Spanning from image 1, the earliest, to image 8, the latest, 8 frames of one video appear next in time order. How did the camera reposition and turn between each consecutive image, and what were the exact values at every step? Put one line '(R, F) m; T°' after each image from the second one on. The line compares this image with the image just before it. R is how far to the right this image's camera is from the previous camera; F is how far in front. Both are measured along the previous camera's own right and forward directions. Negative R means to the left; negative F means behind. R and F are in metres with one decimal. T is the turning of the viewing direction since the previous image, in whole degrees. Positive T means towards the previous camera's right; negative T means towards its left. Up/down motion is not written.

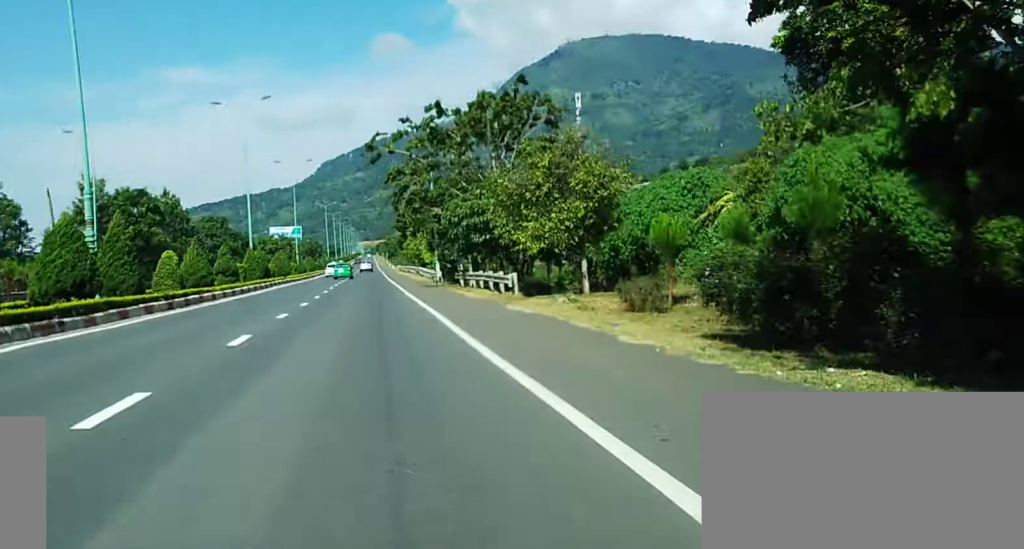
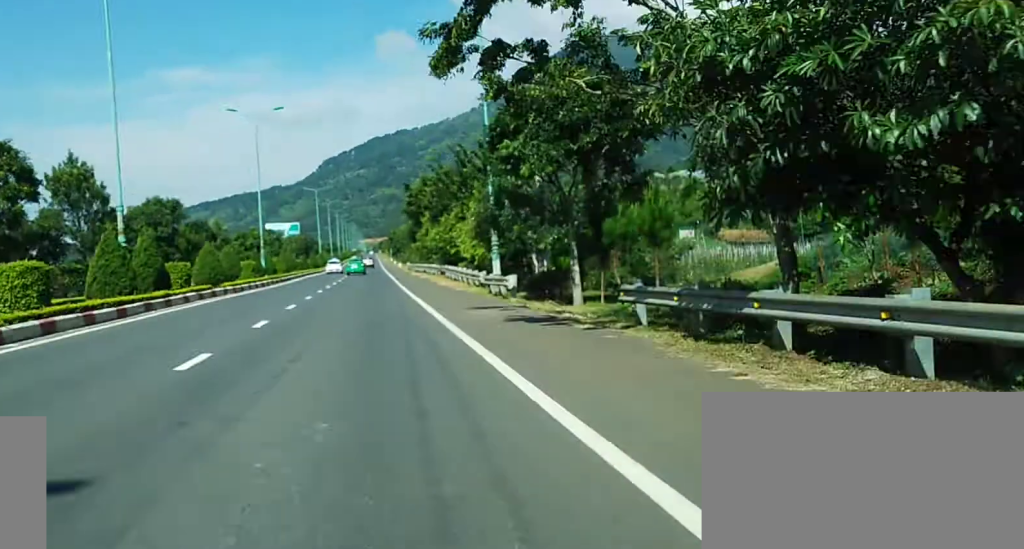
(+0.1, +35.5) m; 0°
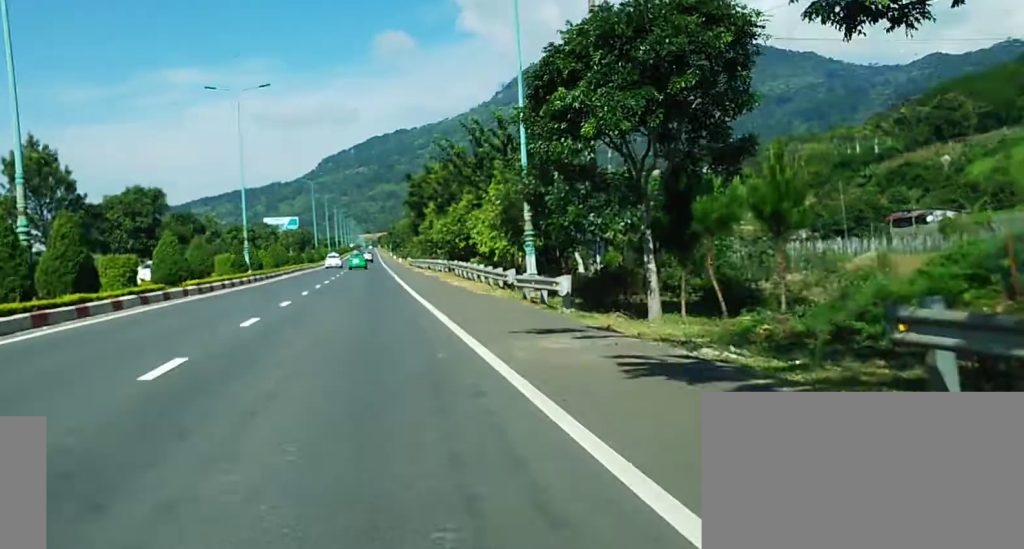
(0.0, +9.6) m; 0°
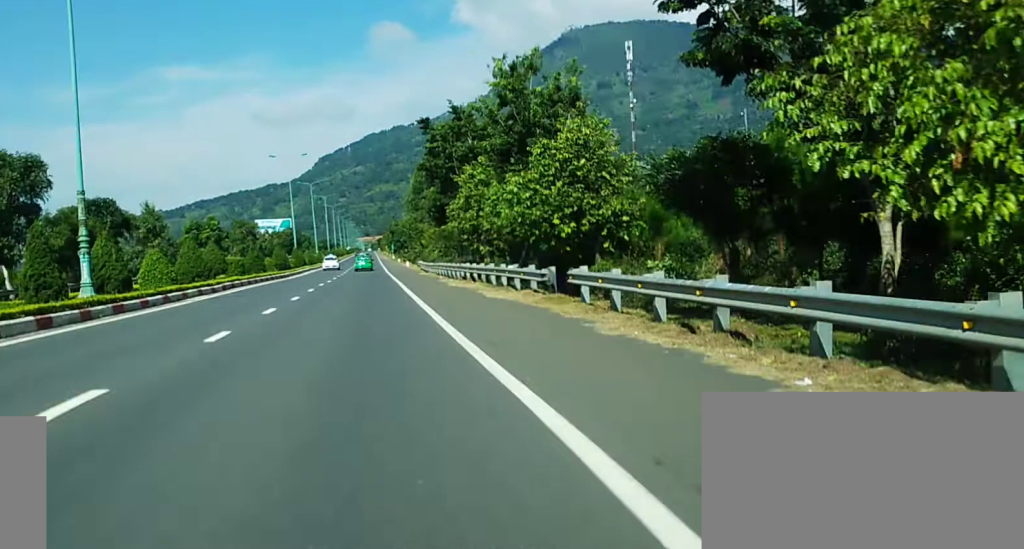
(-0.1, +34.5) m; 0°
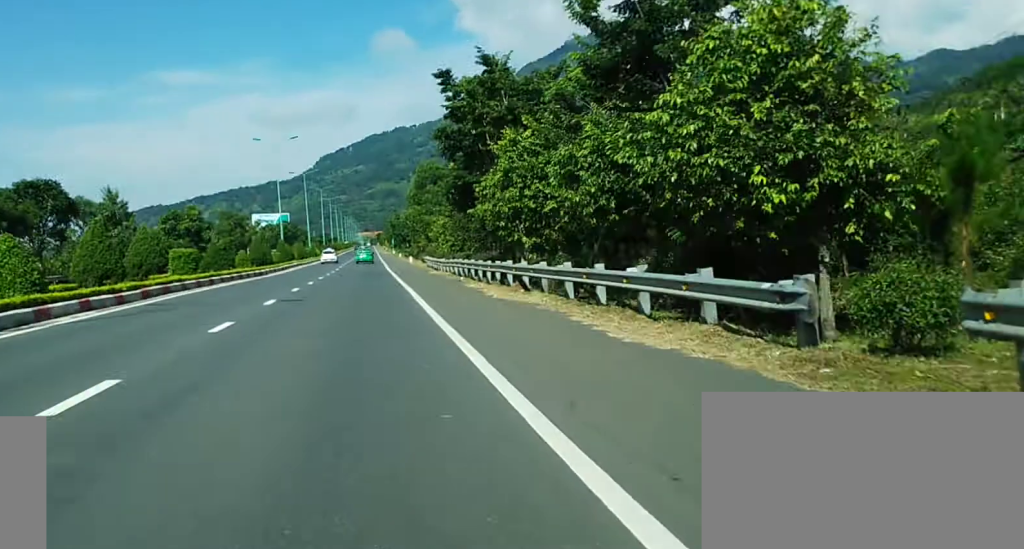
(0.0, +15.5) m; 0°
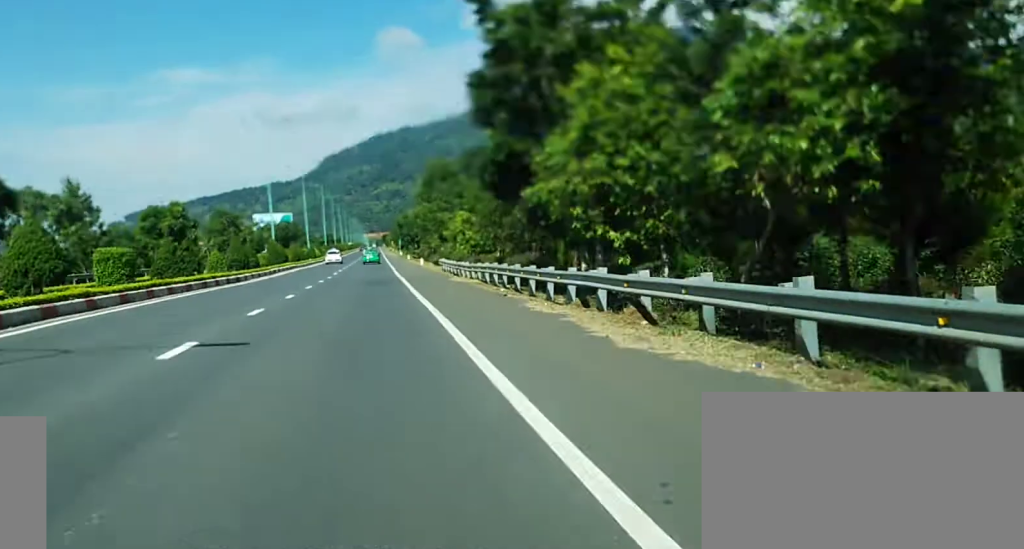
(0.0, +12.3) m; 0°
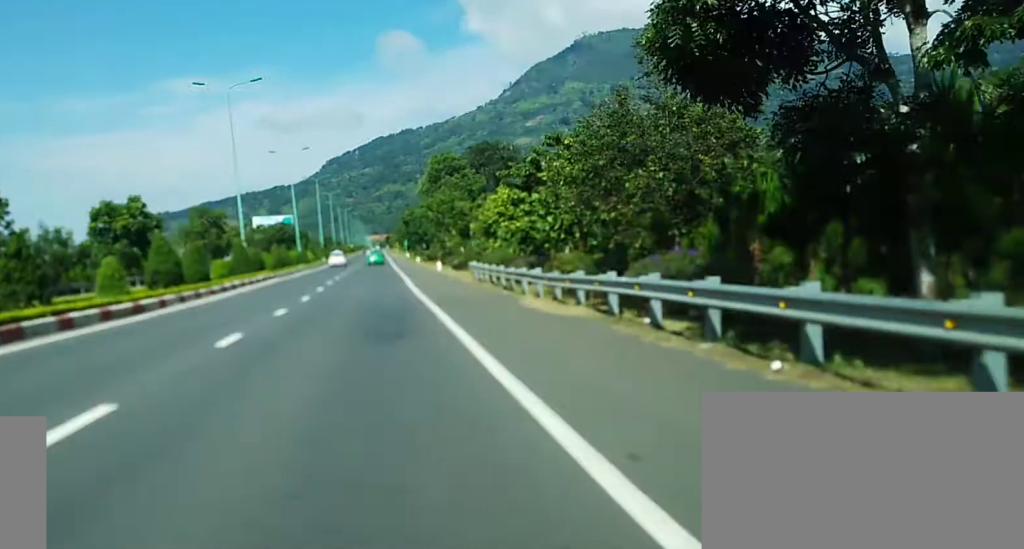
(0.0, +21.5) m; 0°
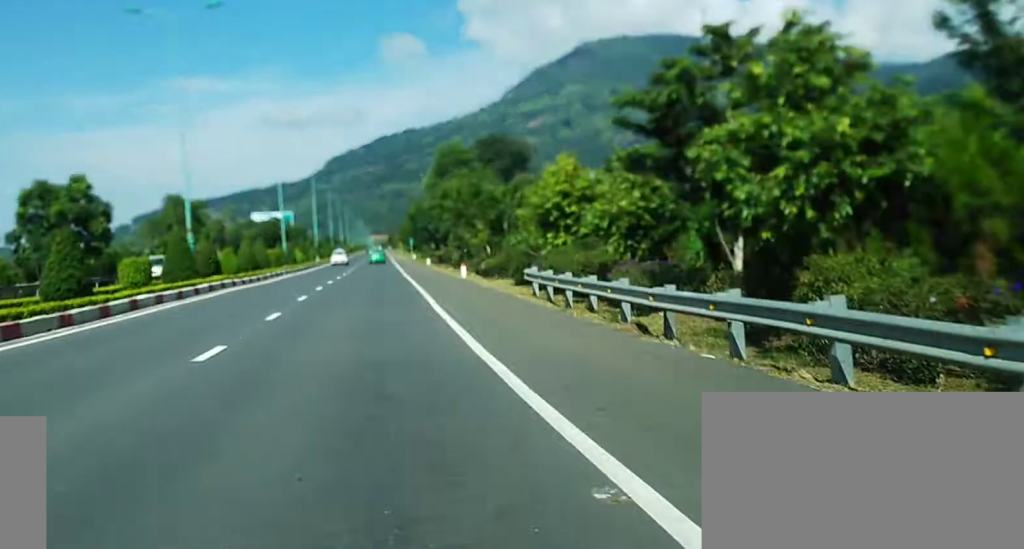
(0.0, +18.3) m; 0°
